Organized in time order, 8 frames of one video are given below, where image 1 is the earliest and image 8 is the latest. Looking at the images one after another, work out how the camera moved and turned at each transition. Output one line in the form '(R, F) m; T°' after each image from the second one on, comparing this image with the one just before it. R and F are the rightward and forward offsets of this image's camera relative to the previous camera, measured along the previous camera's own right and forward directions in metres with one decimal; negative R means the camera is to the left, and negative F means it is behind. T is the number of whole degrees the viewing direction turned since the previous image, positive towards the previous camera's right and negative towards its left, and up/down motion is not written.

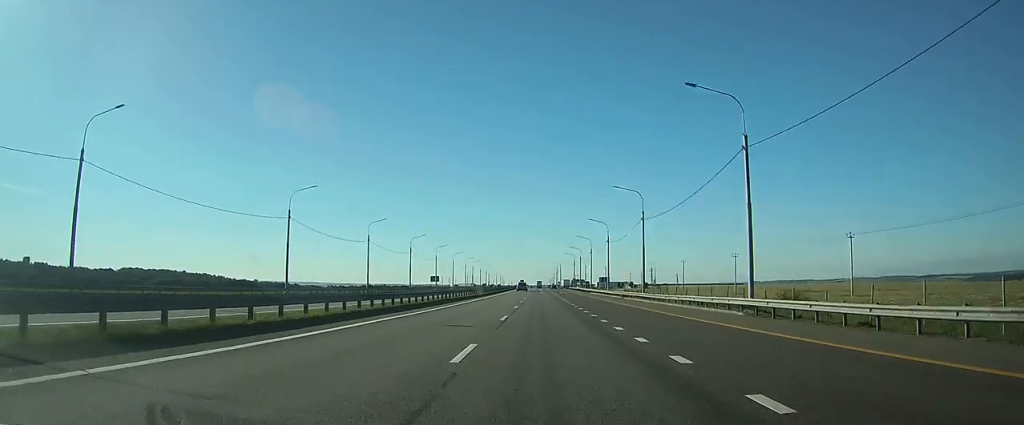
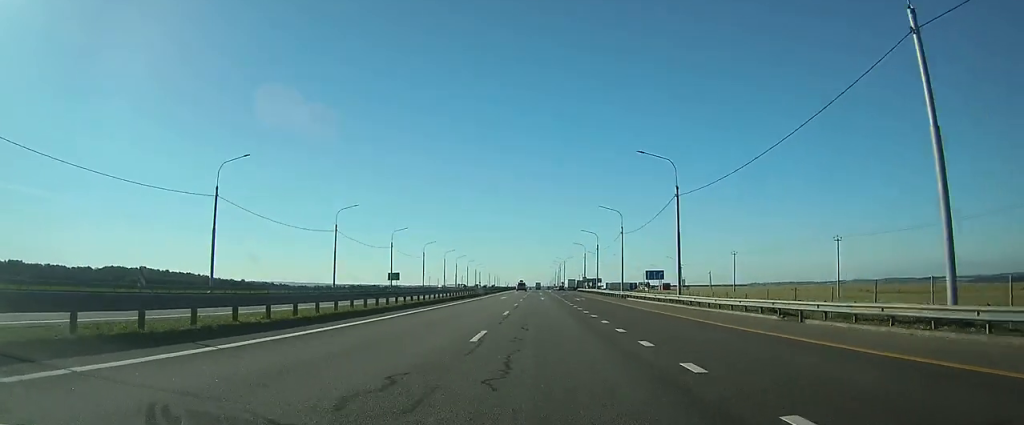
(0.0, +44.9) m; 0°
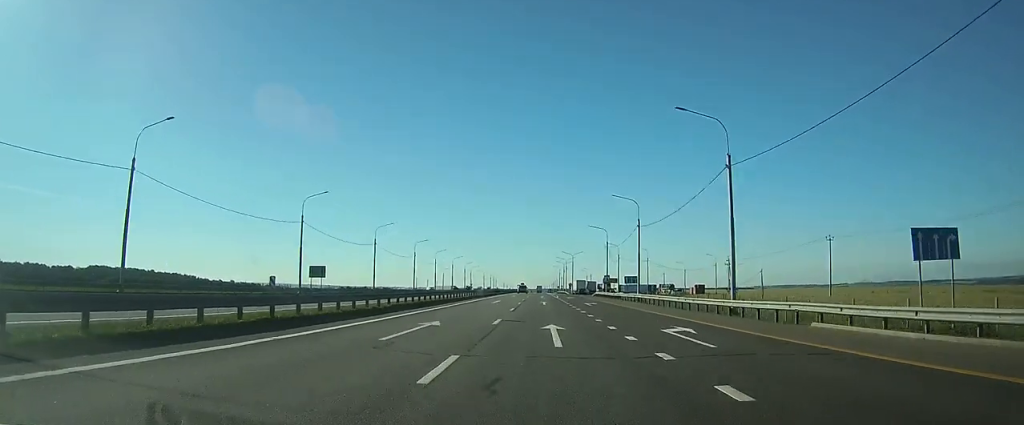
(0.0, +41.8) m; 0°
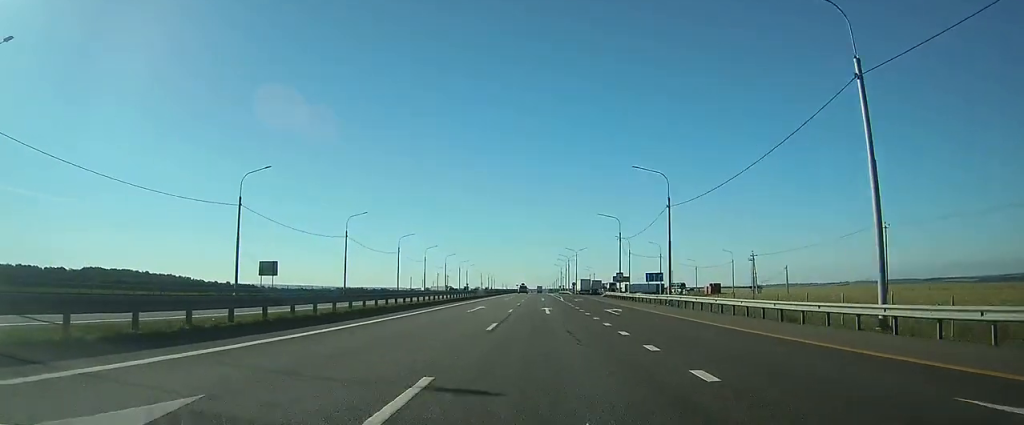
(0.0, +14.6) m; 0°
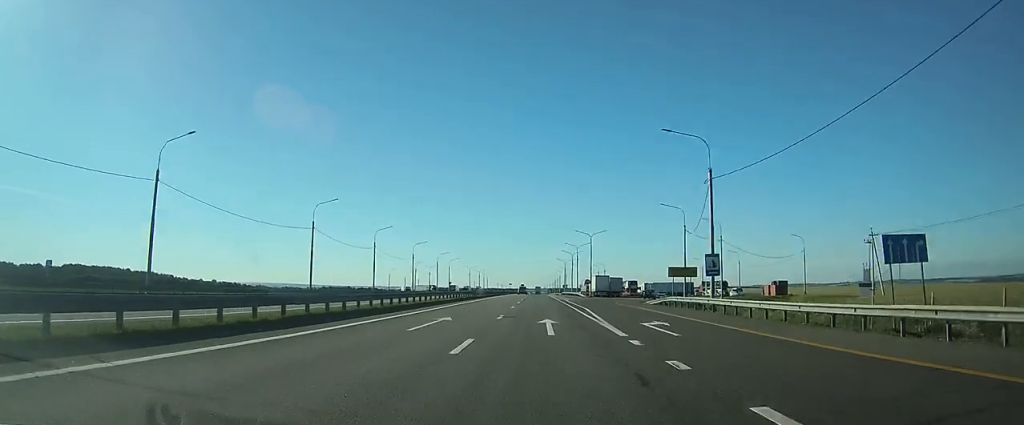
(-0.1, +42.7) m; 0°
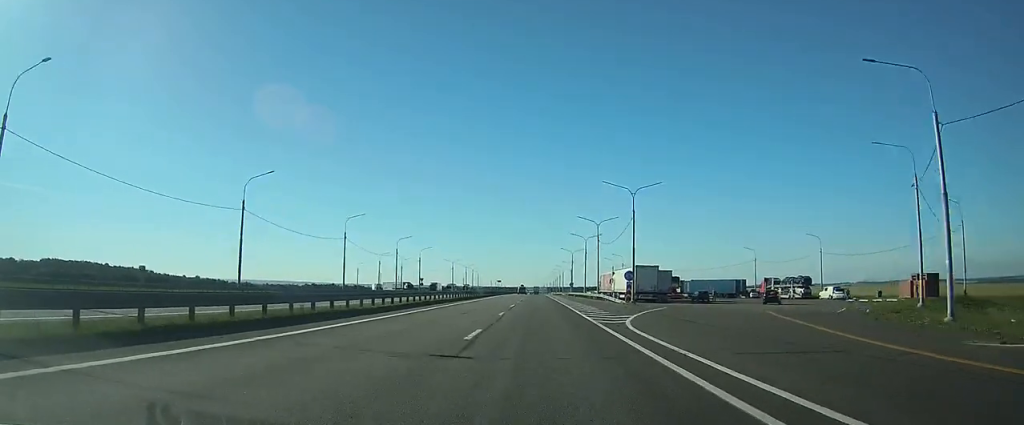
(0.0, +45.2) m; 0°
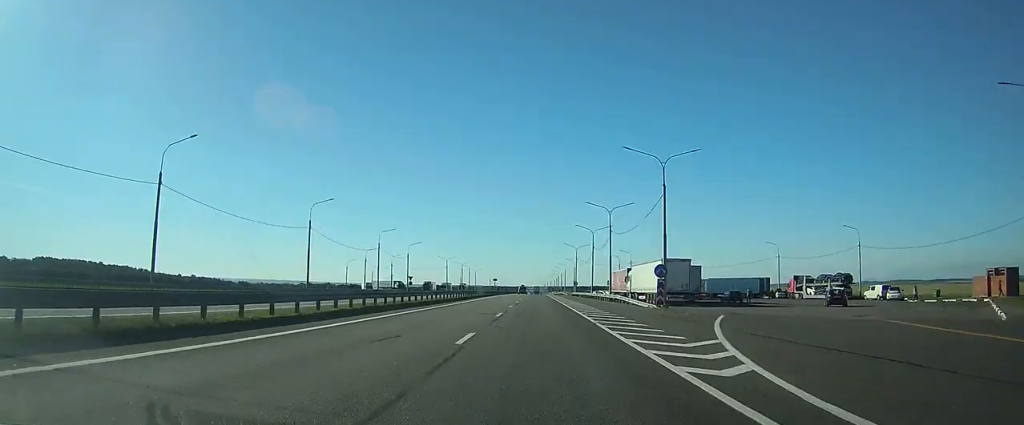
(0.0, +13.3) m; 0°
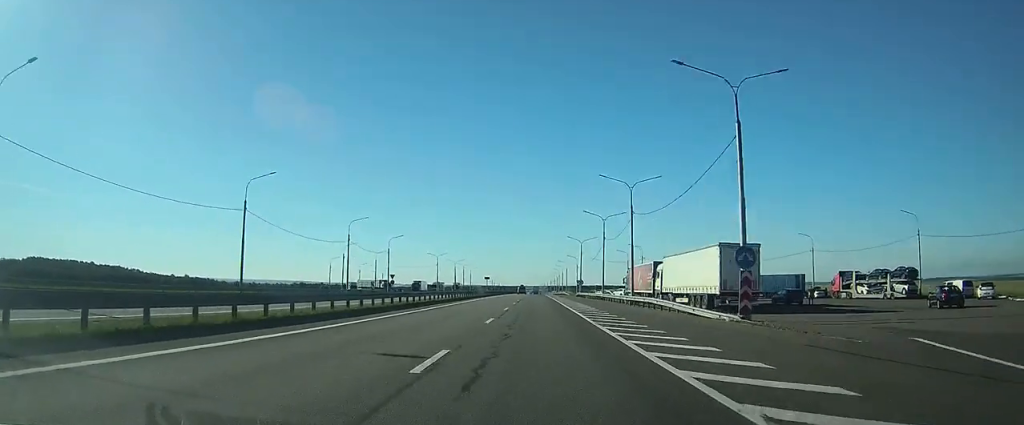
(0.0, +16.2) m; 0°
